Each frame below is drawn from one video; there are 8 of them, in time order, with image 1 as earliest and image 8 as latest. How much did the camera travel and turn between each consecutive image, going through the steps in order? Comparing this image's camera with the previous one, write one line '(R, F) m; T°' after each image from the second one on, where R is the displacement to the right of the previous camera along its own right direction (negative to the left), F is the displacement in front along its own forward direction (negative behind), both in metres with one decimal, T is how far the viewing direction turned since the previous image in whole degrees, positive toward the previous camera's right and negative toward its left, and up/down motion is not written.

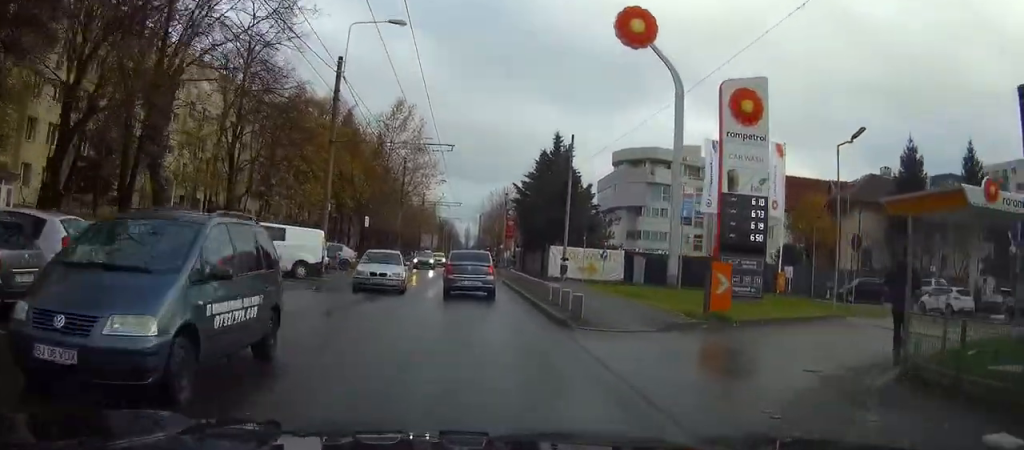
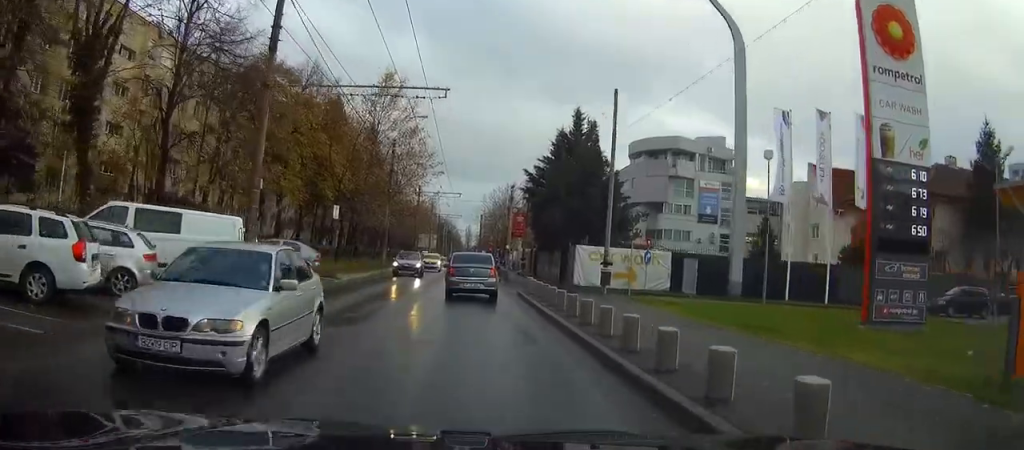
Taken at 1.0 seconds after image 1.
(0.0, +10.2) m; 0°
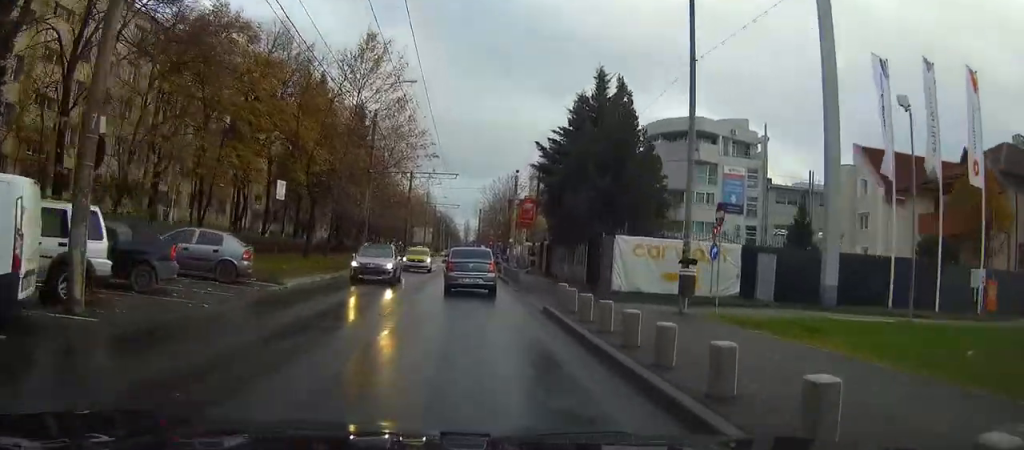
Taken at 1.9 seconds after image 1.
(0.0, +9.4) m; 0°
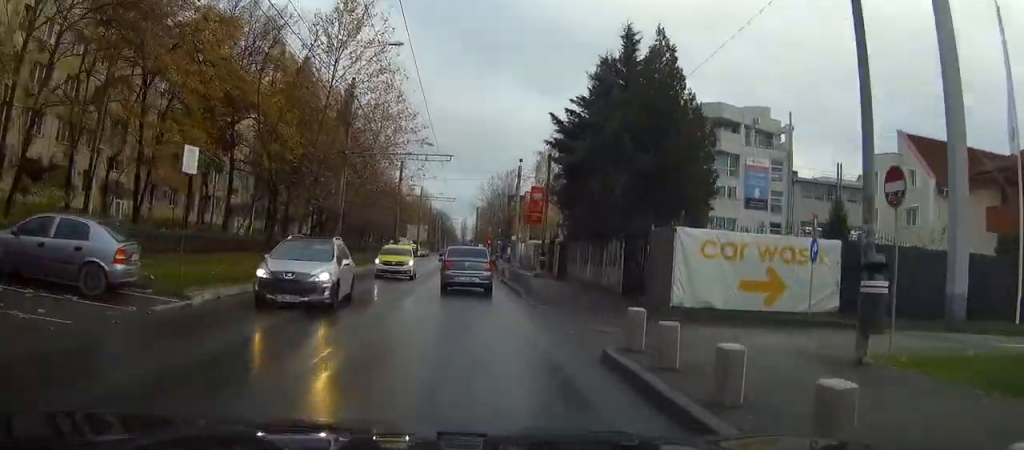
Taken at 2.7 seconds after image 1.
(0.0, +7.8) m; 0°
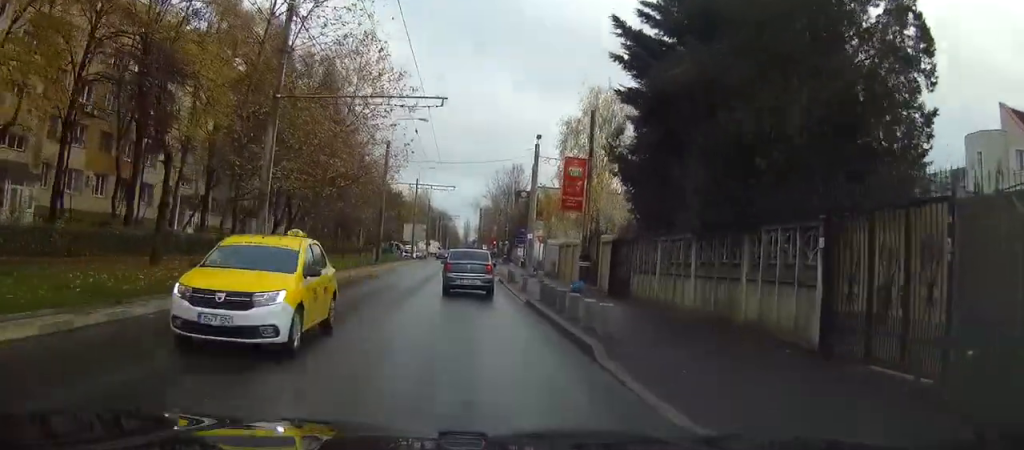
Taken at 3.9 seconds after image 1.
(+0.1, +13.1) m; 0°
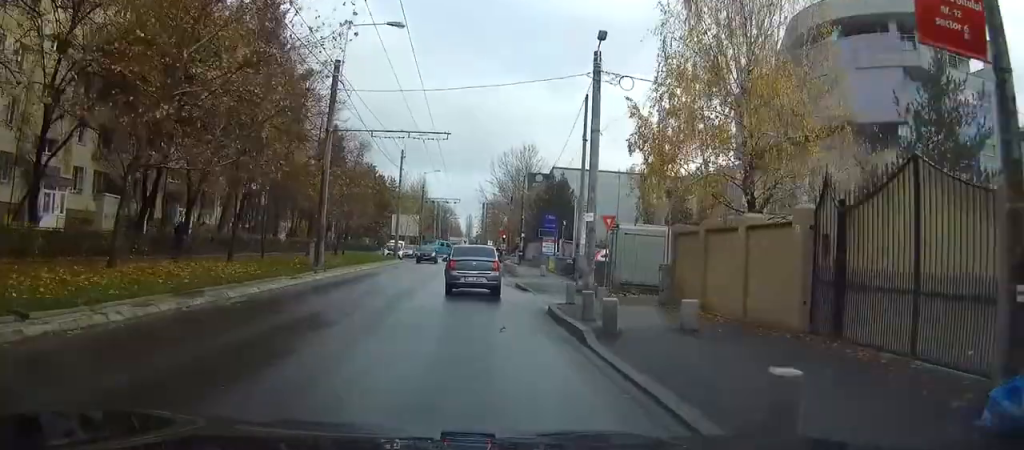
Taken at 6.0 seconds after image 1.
(-0.2, +22.3) m; -1°
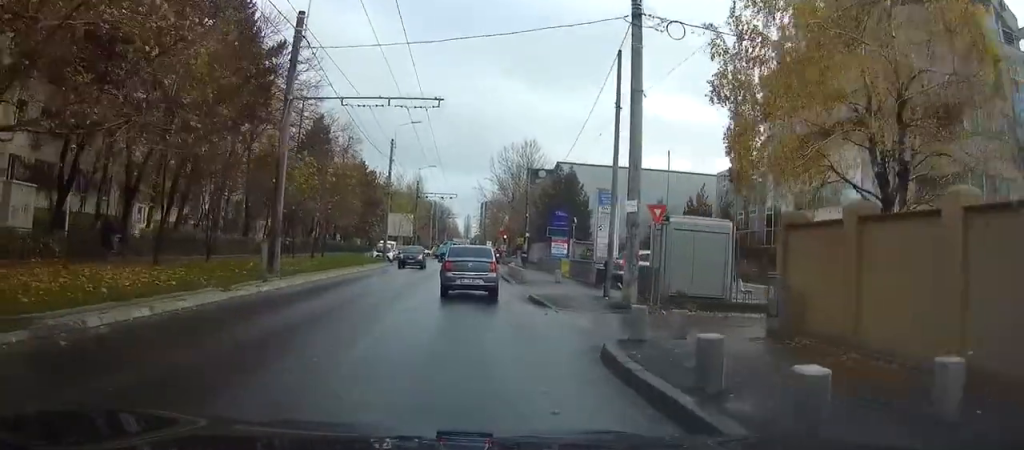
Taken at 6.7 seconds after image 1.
(0.0, +7.1) m; 0°
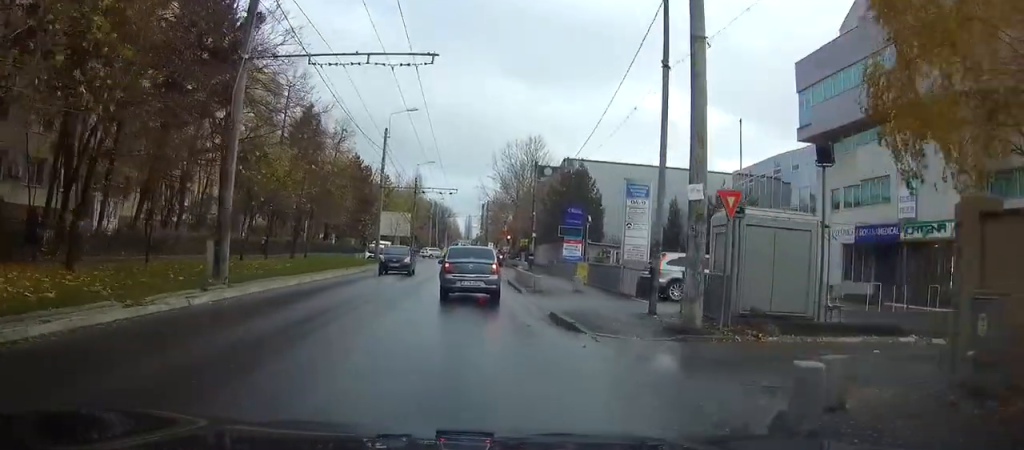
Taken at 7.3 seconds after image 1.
(0.0, +5.6) m; 0°
